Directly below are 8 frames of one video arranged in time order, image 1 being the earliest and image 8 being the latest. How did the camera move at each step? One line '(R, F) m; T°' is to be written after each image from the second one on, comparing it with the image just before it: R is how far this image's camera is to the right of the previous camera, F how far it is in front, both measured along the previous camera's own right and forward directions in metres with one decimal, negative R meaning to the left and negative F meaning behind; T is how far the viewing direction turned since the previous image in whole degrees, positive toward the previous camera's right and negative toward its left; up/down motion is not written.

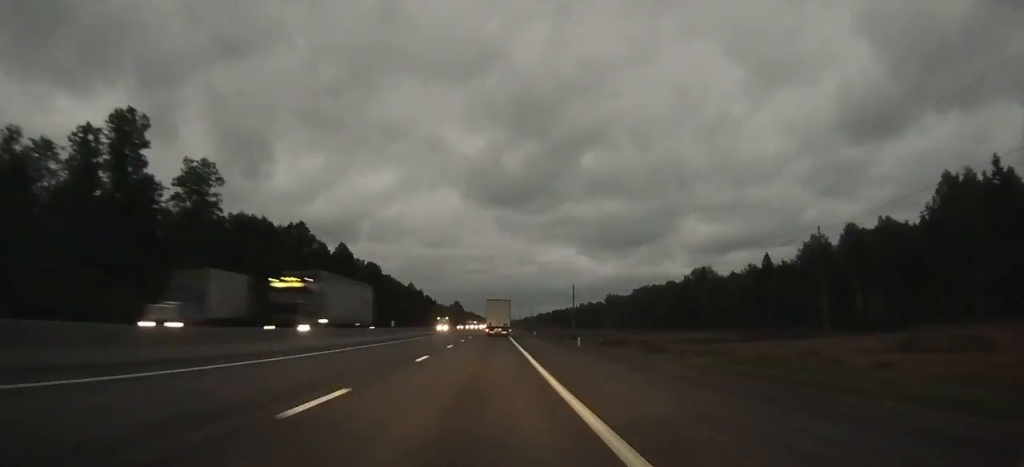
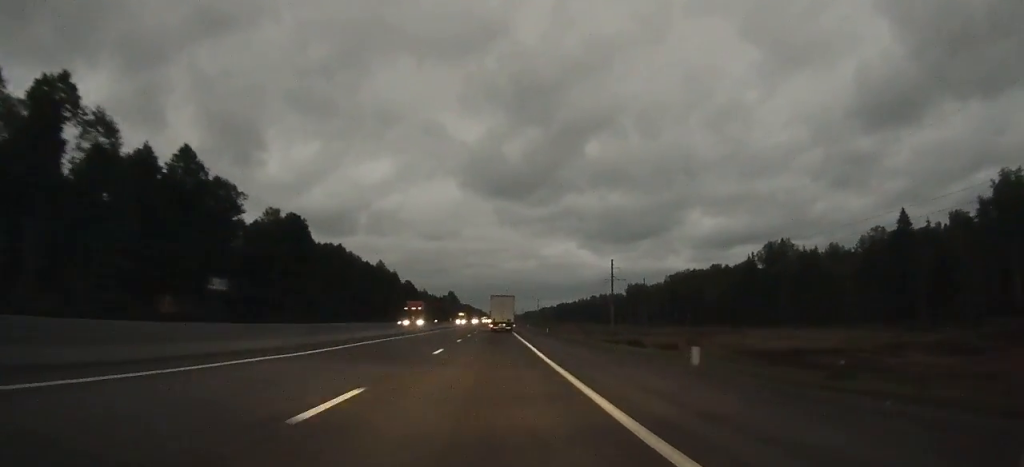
(-0.3, +72.4) m; 0°
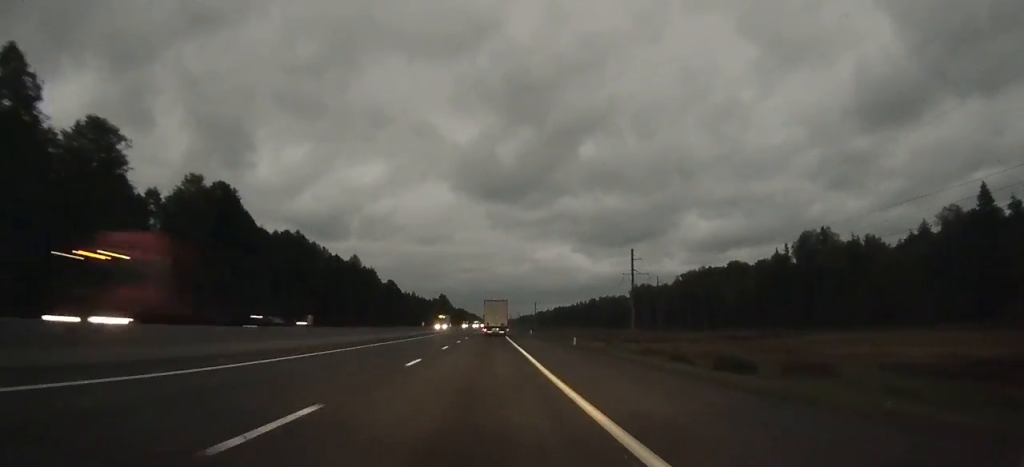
(0.0, +28.4) m; 0°
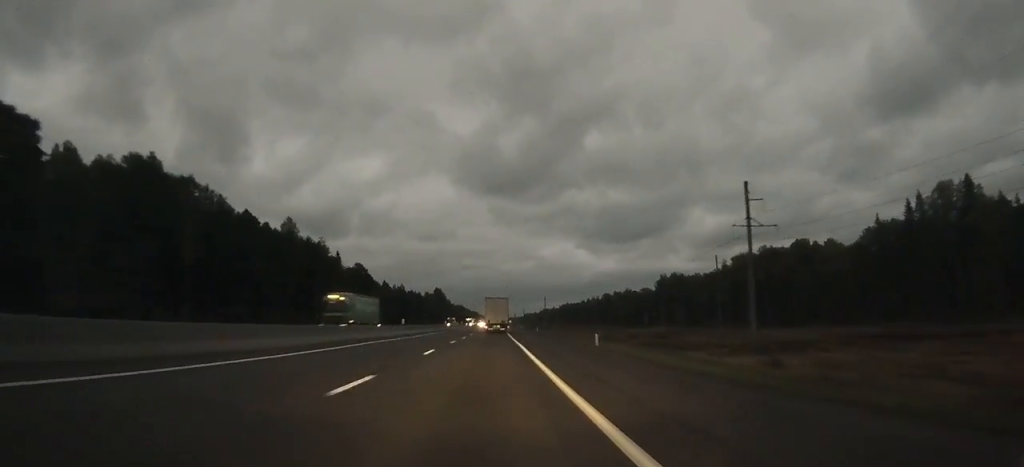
(+0.4, +55.7) m; +1°
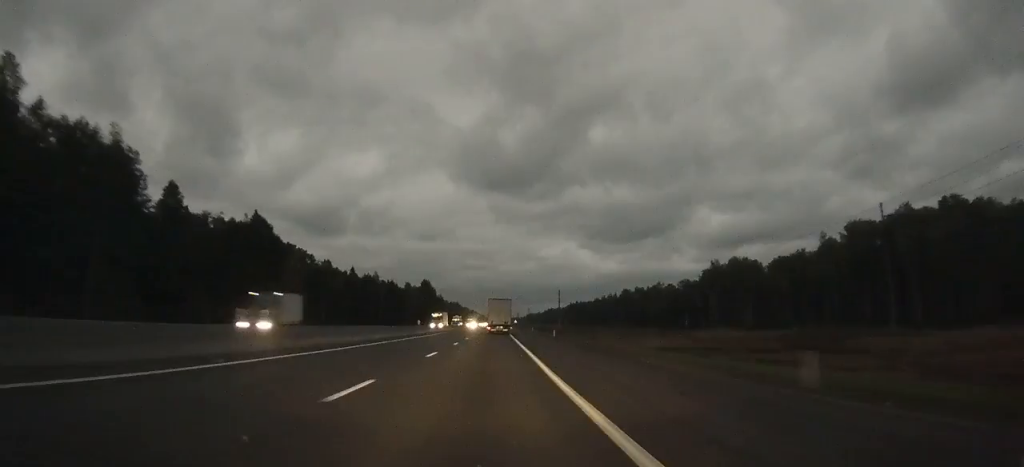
(-0.4, +72.1) m; -1°
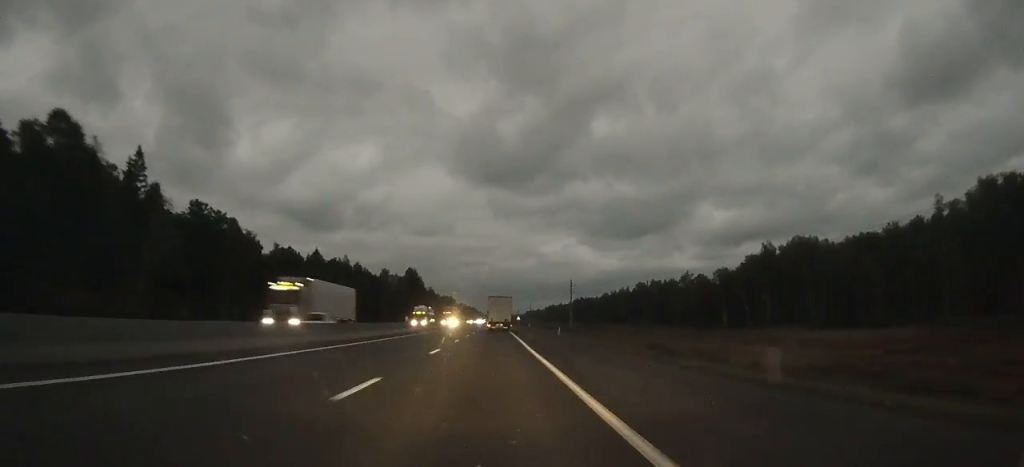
(-0.1, +47.9) m; 0°
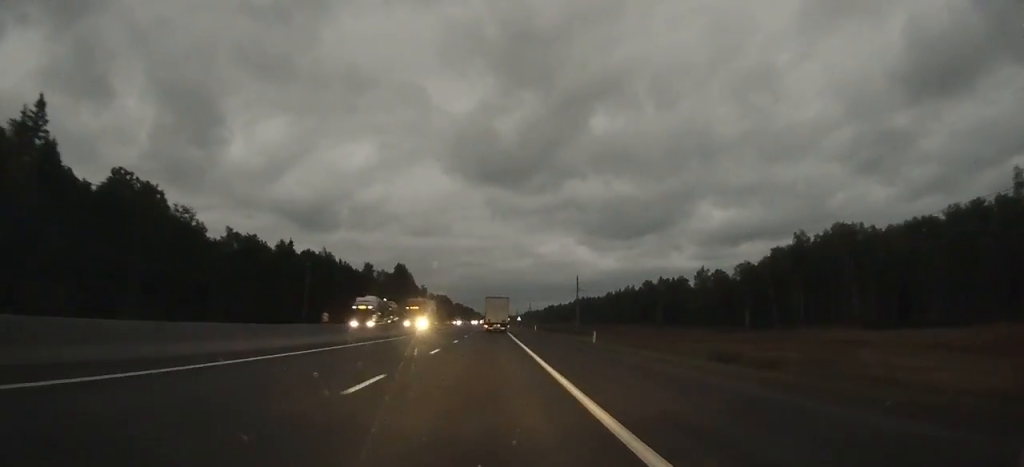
(+0.1, +23.3) m; 0°
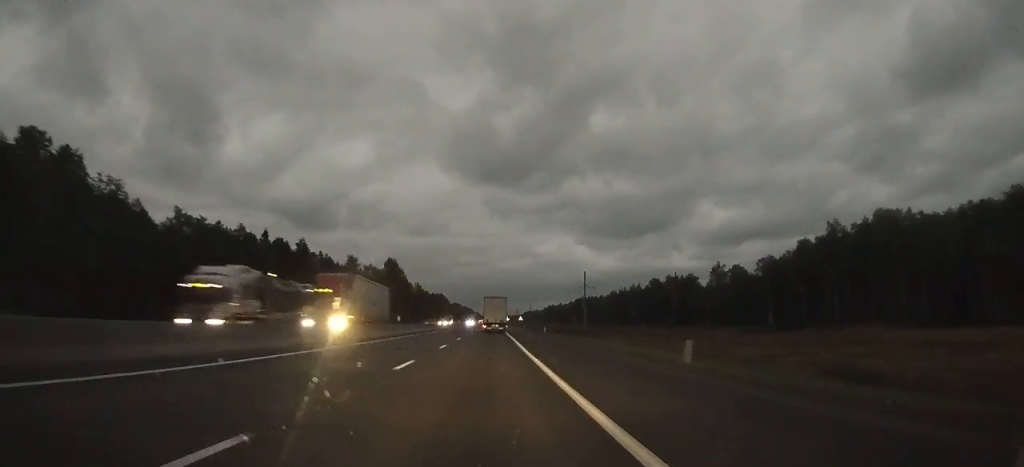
(0.0, +18.9) m; 0°
